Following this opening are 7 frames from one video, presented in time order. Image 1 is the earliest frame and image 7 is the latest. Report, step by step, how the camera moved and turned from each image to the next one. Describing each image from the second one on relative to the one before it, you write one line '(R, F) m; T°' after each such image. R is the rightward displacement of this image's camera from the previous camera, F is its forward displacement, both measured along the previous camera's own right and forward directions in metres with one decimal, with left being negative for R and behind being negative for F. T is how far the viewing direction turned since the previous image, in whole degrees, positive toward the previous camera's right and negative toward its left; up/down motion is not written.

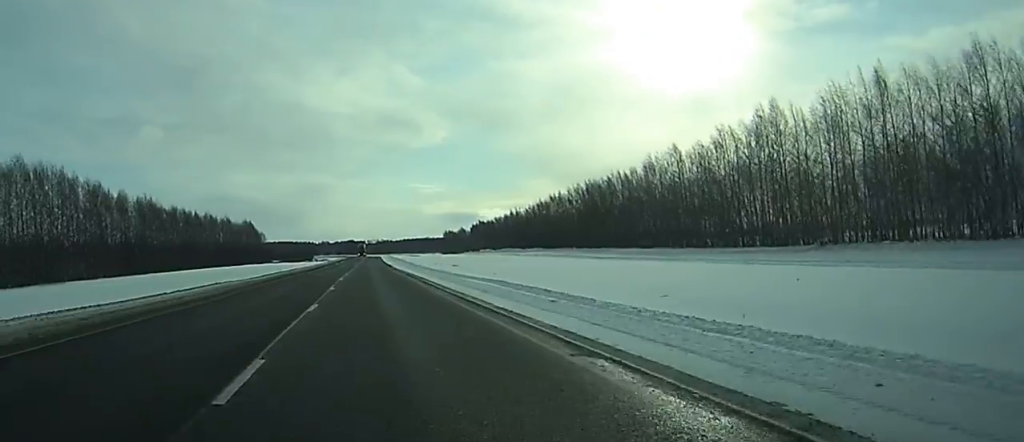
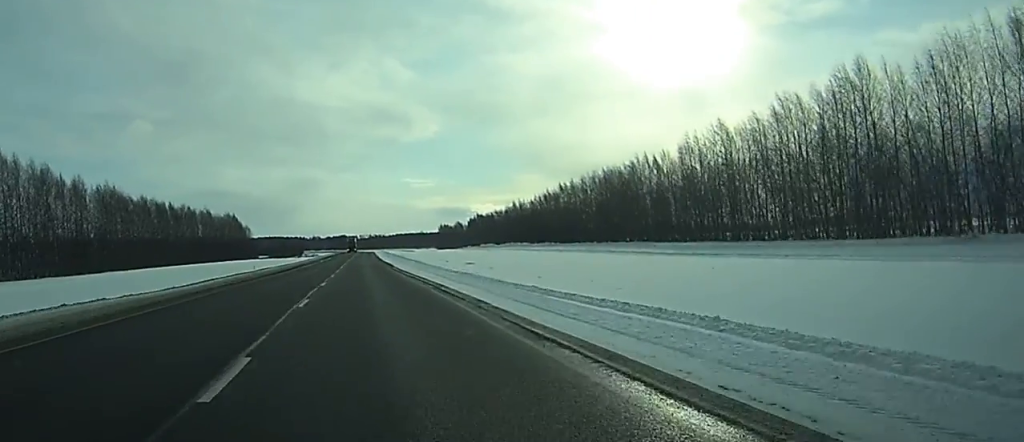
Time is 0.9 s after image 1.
(0.0, +24.0) m; 0°
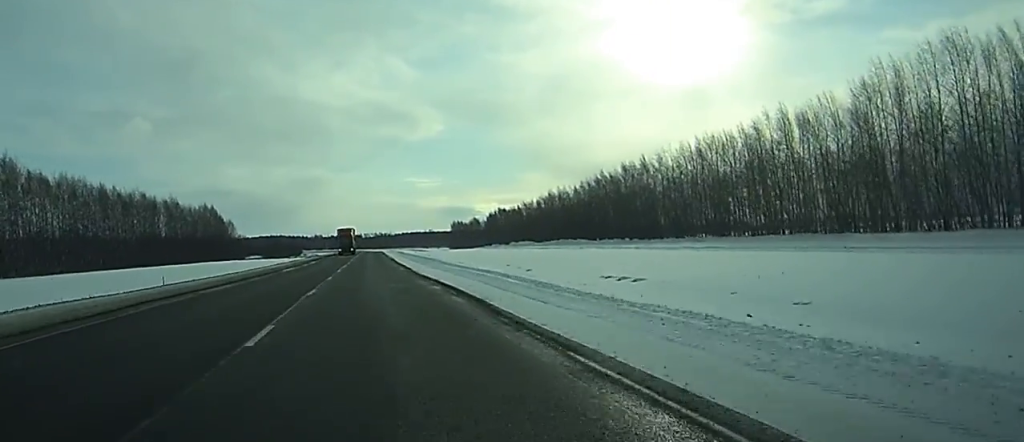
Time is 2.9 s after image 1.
(-0.2, +55.9) m; 0°
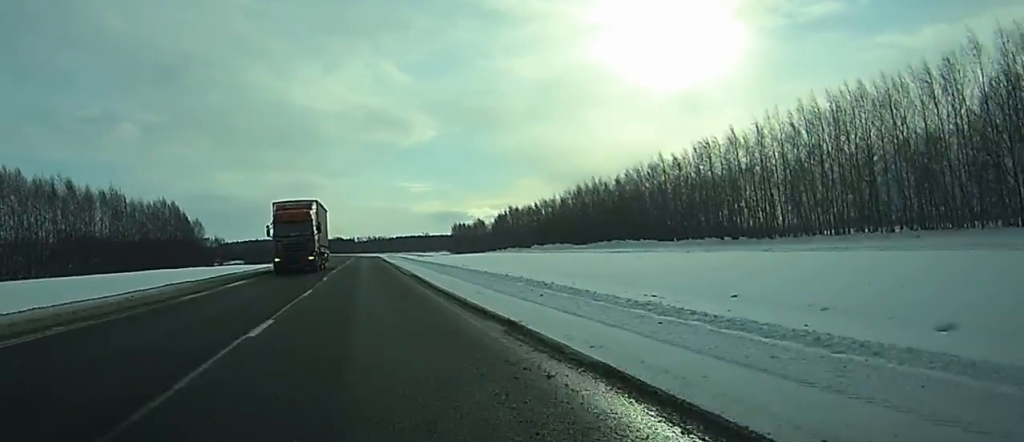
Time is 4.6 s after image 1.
(+0.4, +46.4) m; +1°
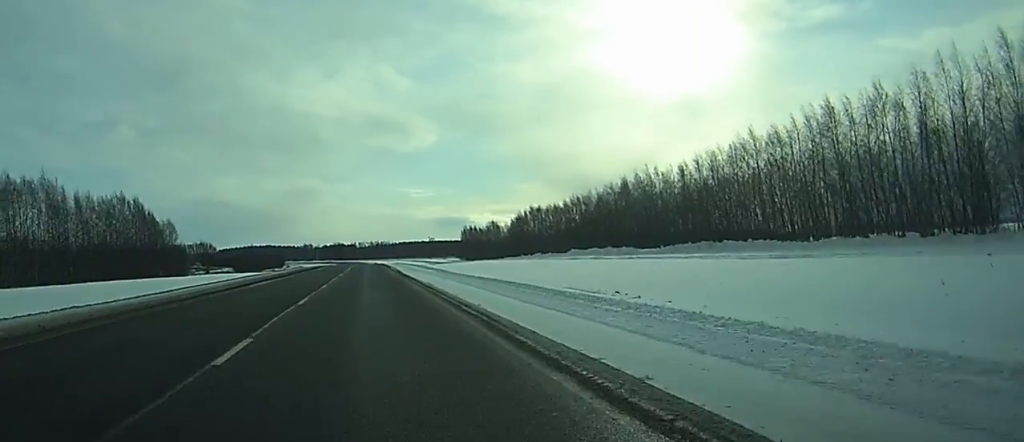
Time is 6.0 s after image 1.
(+0.2, +38.9) m; 0°
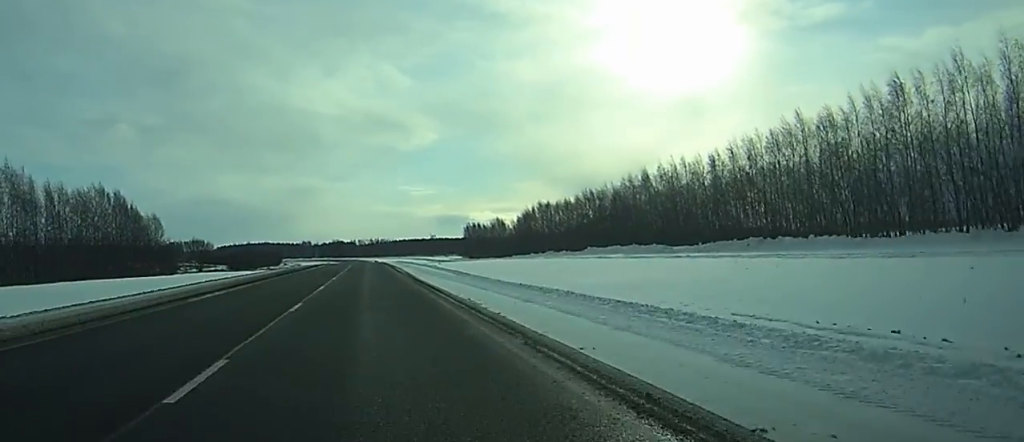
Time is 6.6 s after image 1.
(0.0, +14.4) m; 0°
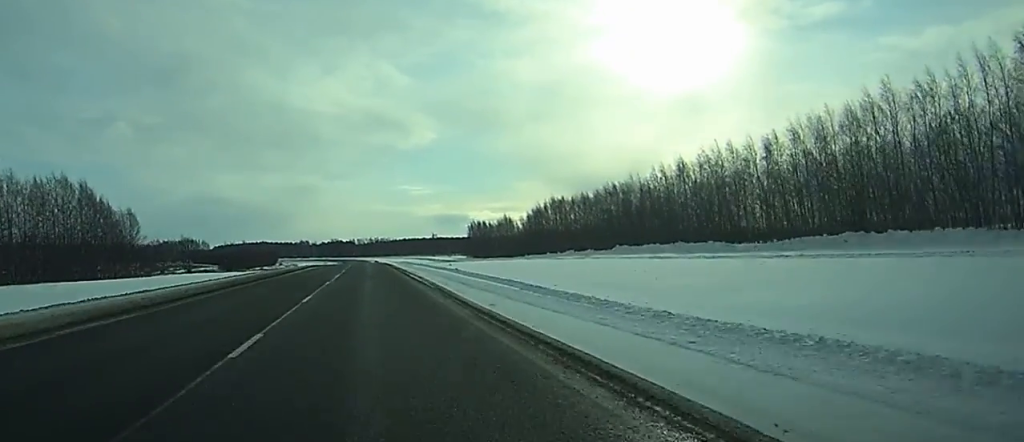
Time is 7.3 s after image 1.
(-0.2, +20.7) m; 0°
